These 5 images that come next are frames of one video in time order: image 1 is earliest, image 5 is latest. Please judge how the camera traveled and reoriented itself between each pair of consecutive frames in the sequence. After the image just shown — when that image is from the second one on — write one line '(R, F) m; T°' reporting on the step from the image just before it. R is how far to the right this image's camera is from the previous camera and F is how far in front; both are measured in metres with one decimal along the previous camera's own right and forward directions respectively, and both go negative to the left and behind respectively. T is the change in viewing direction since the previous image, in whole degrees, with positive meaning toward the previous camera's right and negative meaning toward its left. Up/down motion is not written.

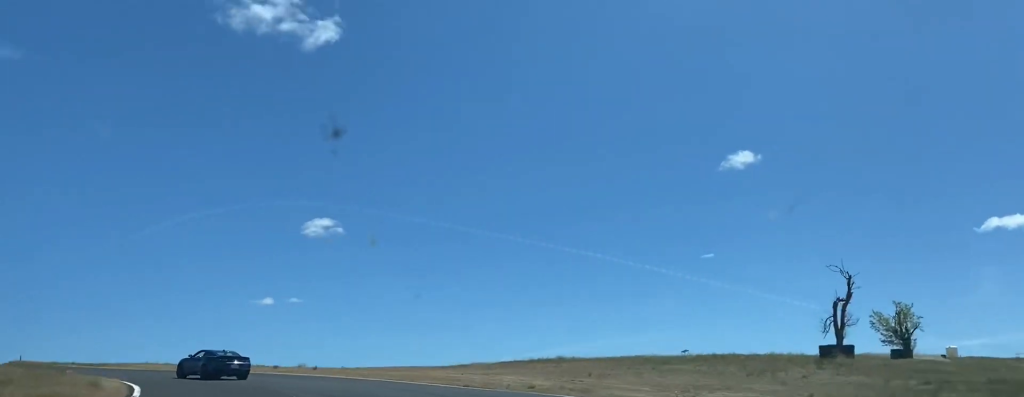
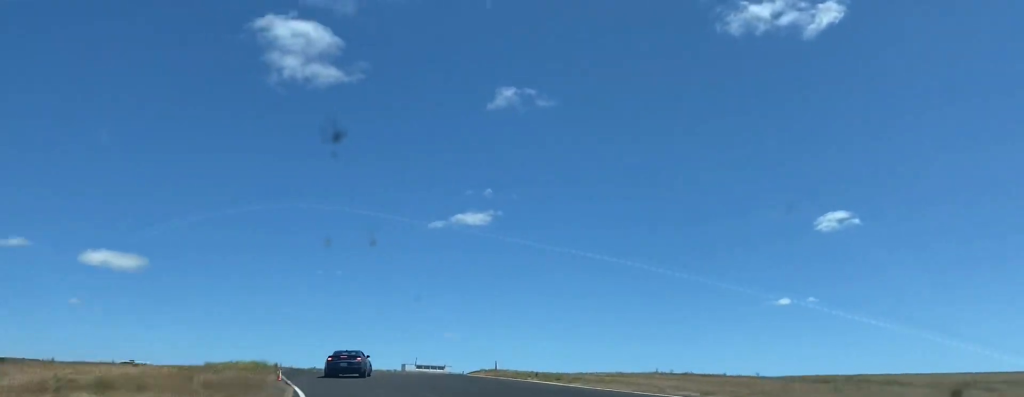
(-12.3, +34.8) m; -32°
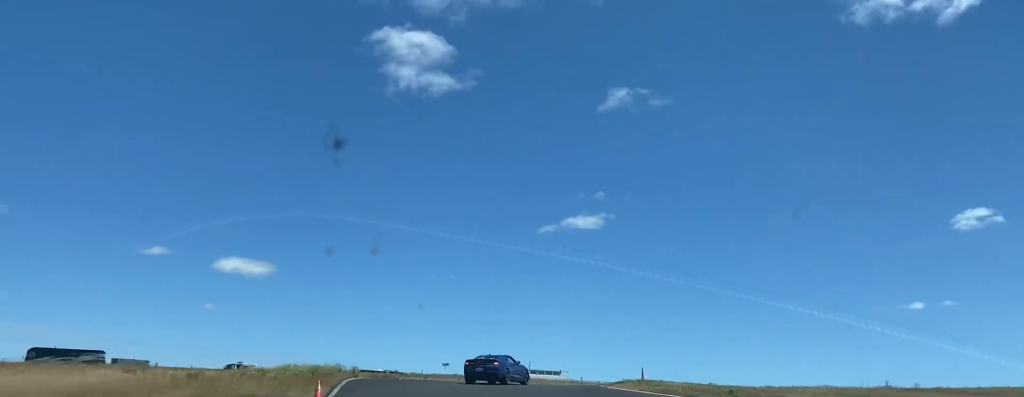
(-1.9, +13.3) m; -5°
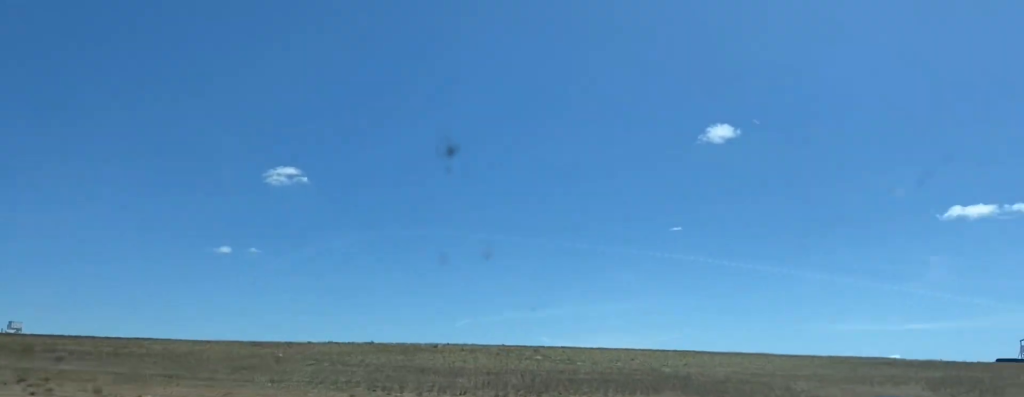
(+12.6, +50.8) m; +45°
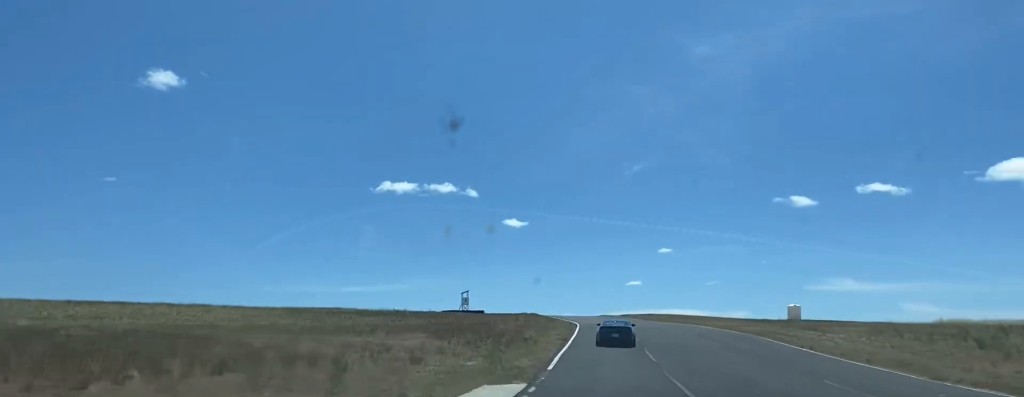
(+7.0, +25.3) m; +31°
